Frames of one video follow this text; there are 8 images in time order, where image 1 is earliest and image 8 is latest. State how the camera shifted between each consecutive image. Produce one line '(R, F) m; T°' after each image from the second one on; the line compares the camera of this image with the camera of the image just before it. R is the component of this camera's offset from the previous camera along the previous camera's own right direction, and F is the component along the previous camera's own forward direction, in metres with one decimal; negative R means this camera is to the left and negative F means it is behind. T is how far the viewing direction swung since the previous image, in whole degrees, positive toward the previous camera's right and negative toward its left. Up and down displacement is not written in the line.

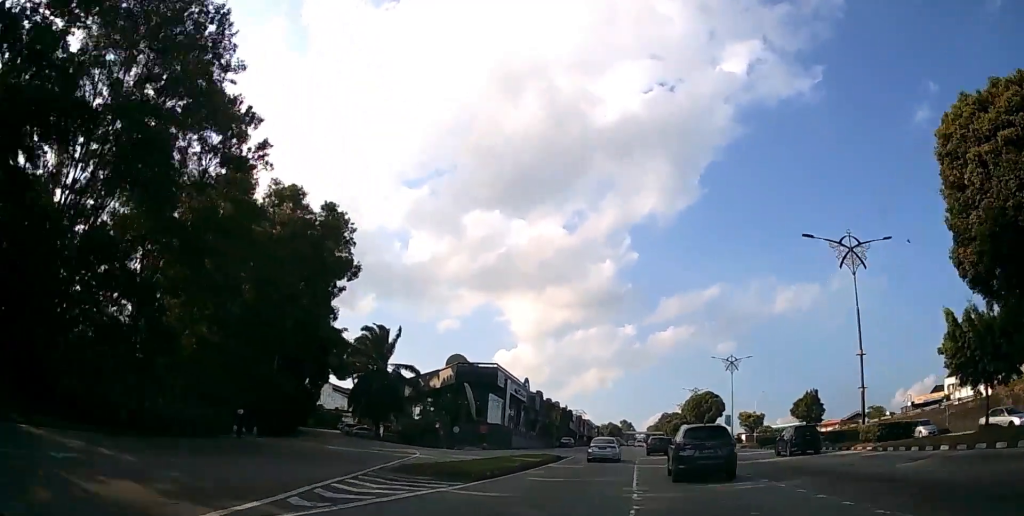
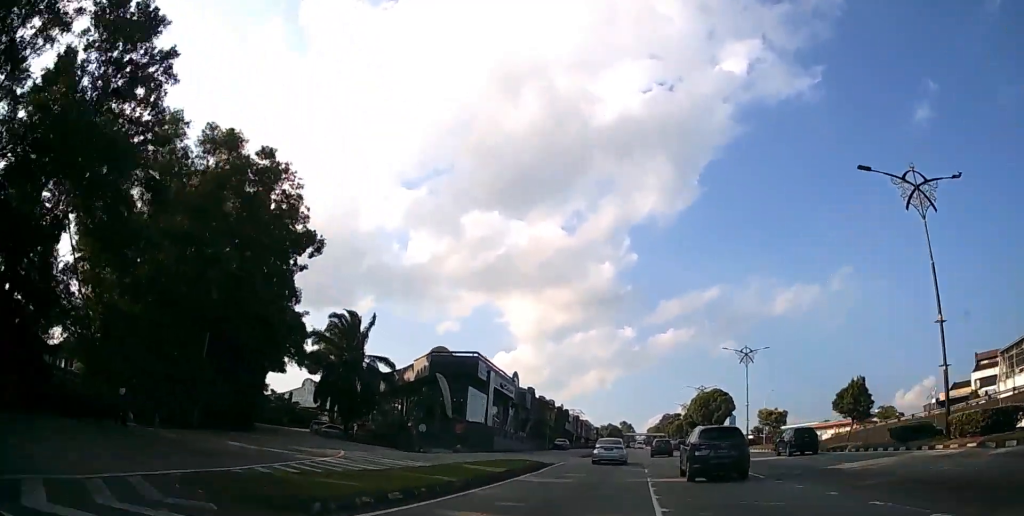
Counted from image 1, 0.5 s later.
(0.0, +9.2) m; 0°
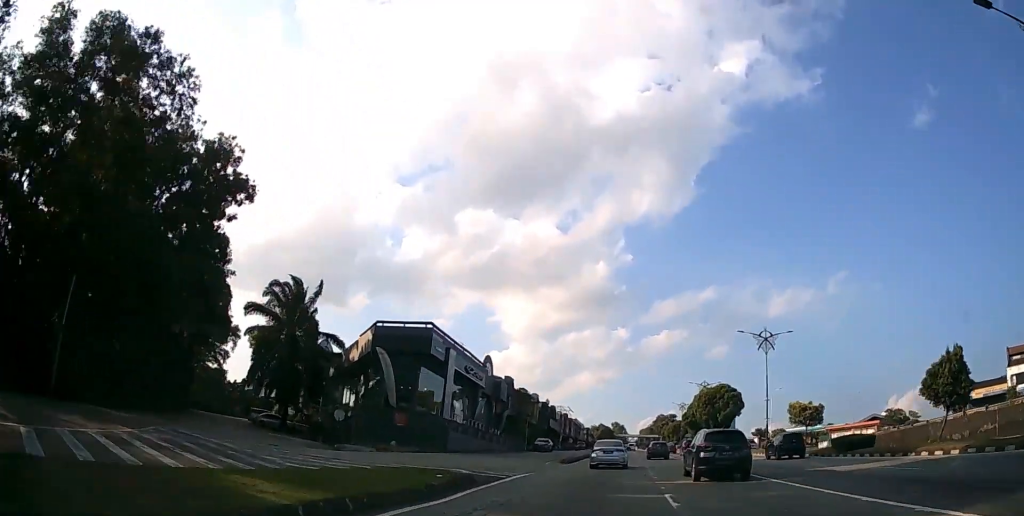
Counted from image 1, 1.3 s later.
(0.0, +12.4) m; 0°
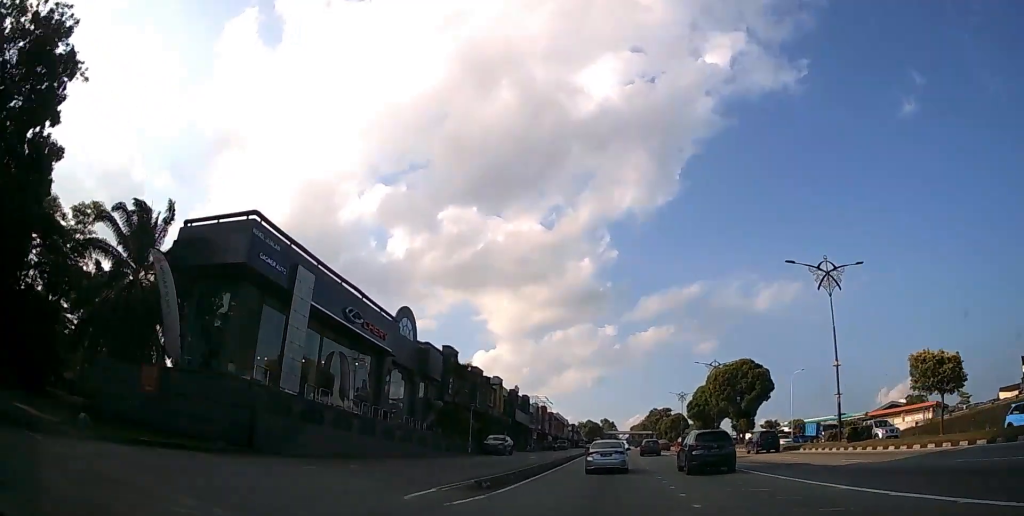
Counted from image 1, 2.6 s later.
(+0.2, +20.7) m; +1°
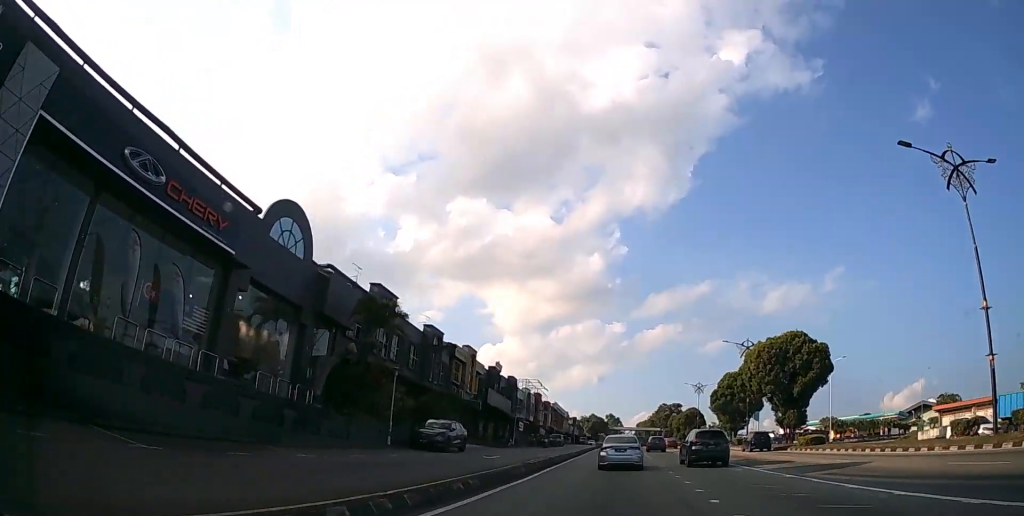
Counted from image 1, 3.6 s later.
(0.0, +16.7) m; 0°
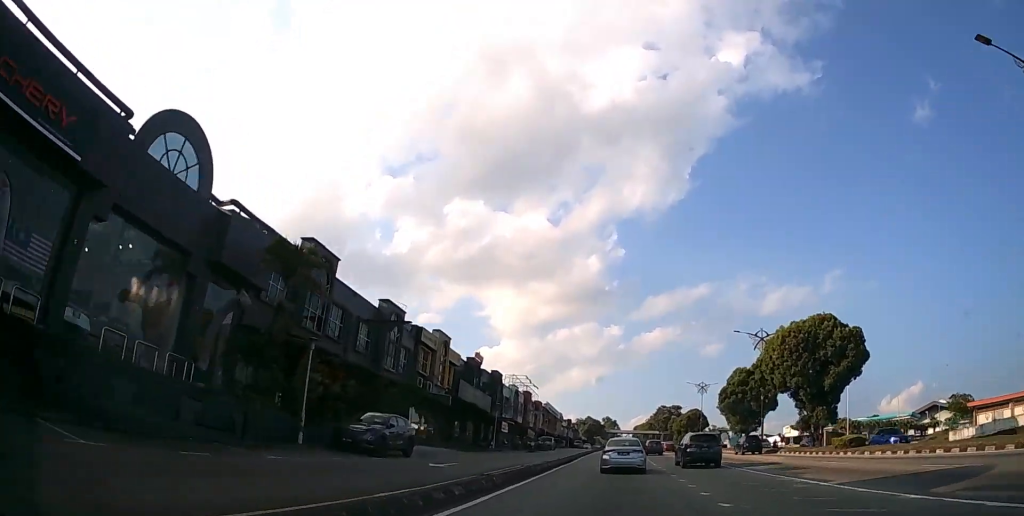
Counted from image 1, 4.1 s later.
(0.0, +7.4) m; 0°
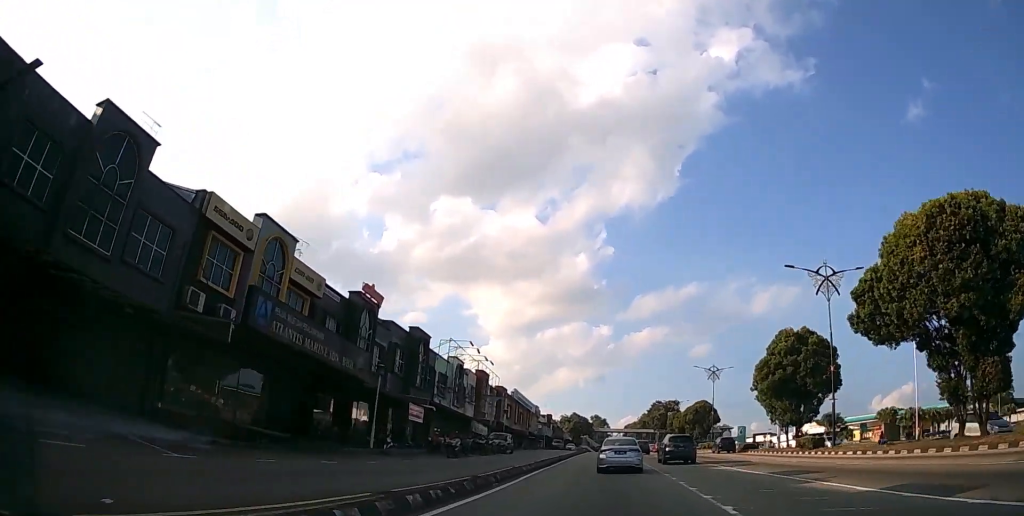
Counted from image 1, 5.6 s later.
(+0.2, +22.0) m; +1°
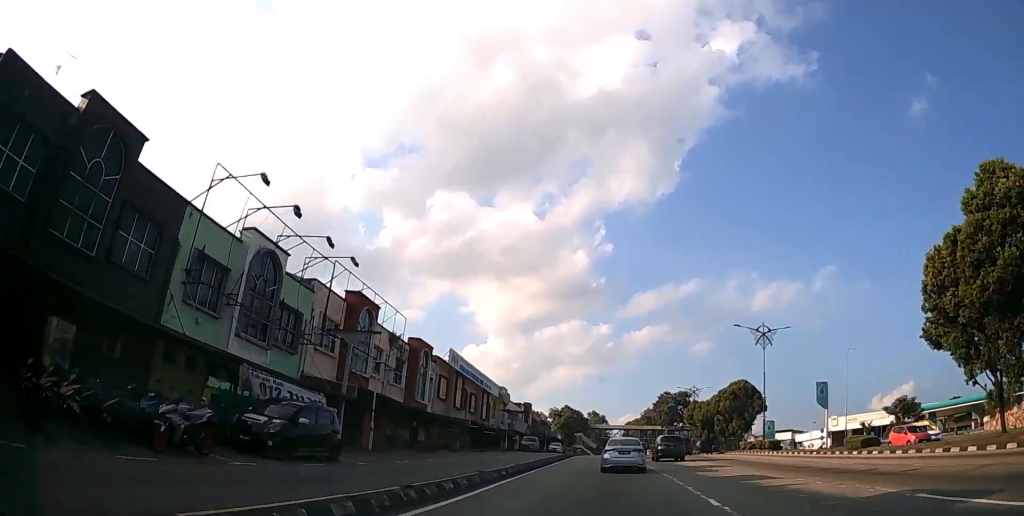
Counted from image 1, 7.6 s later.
(0.0, +27.9) m; 0°
